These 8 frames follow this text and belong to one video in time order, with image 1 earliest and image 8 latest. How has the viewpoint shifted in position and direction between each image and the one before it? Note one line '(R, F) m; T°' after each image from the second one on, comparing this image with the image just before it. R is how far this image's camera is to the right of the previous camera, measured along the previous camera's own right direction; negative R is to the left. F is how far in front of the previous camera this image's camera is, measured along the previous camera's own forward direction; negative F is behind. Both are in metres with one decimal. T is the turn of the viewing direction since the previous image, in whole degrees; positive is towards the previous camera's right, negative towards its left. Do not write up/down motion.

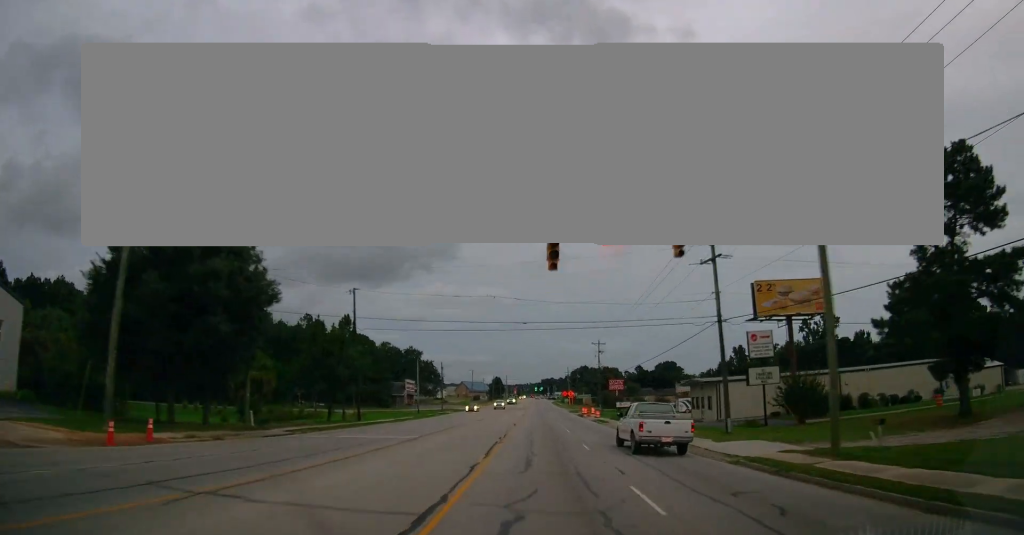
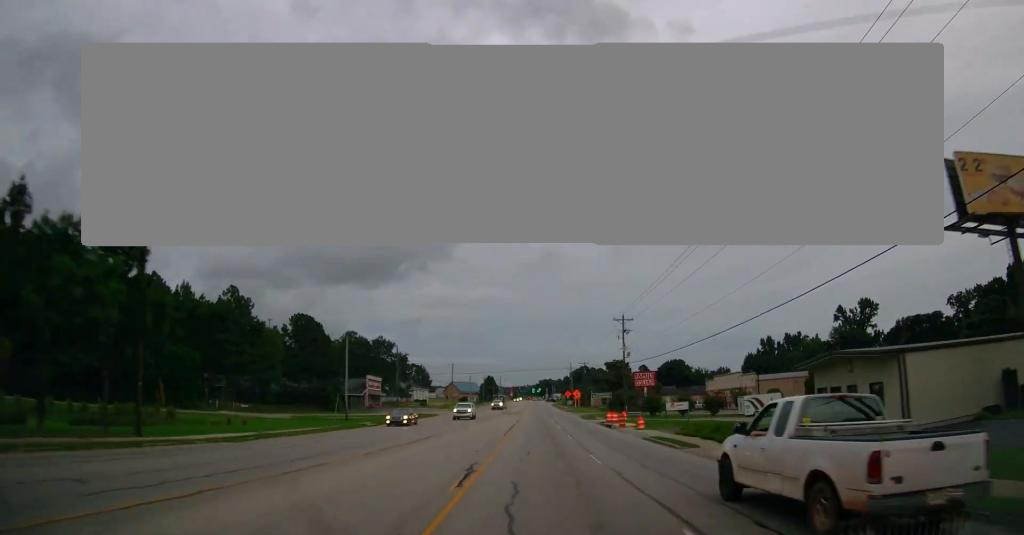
(+0.2, +29.2) m; 0°
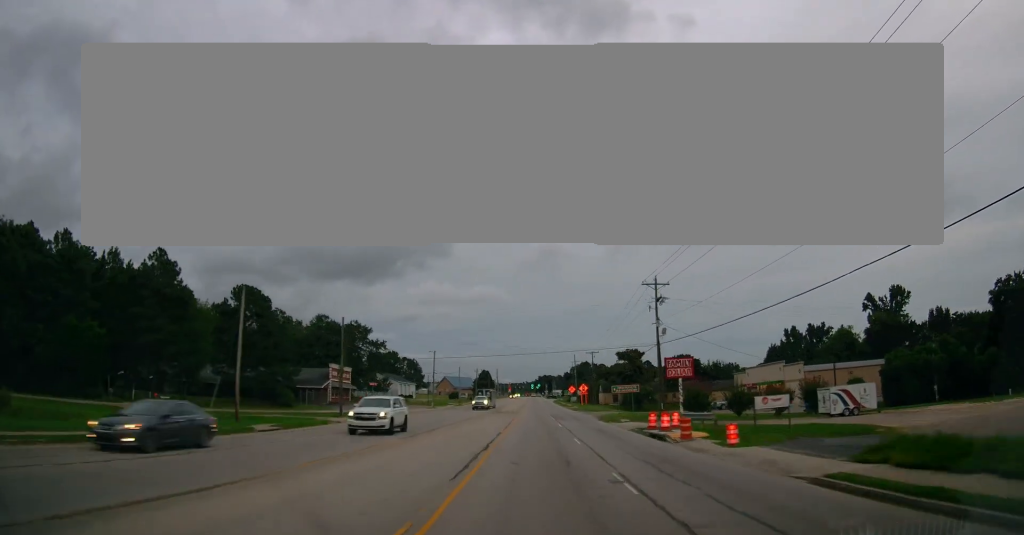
(0.0, +18.8) m; 0°
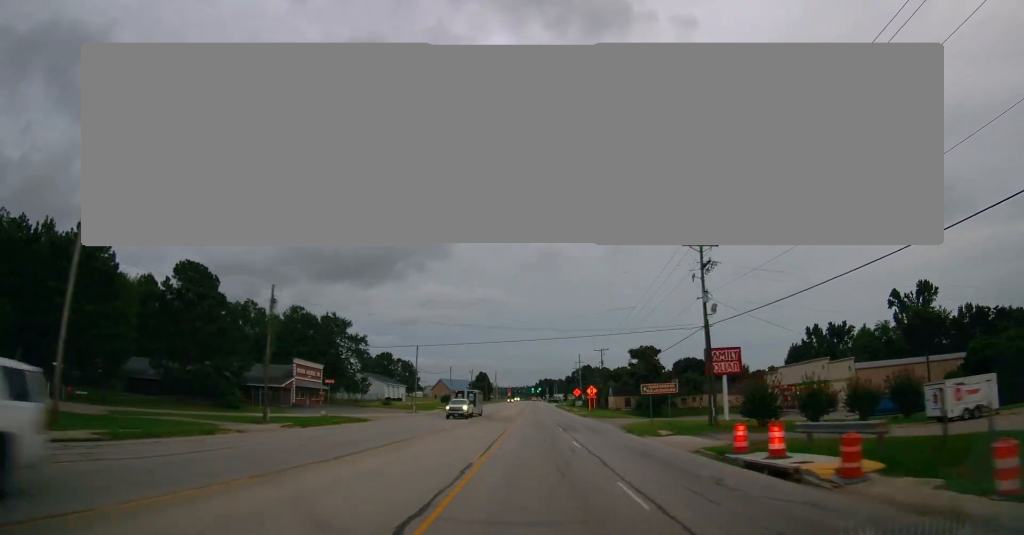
(-0.1, +12.6) m; 0°
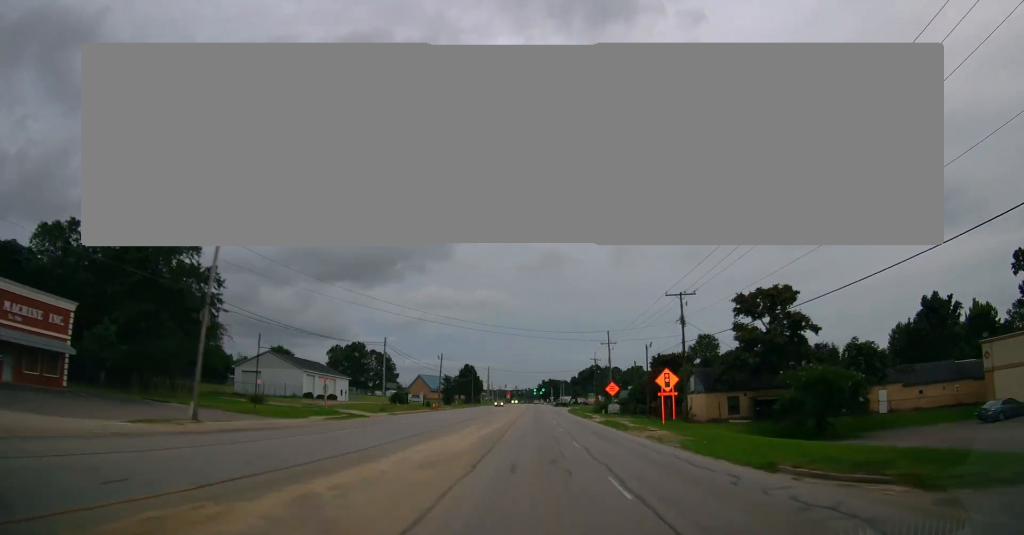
(-0.3, +50.2) m; 0°
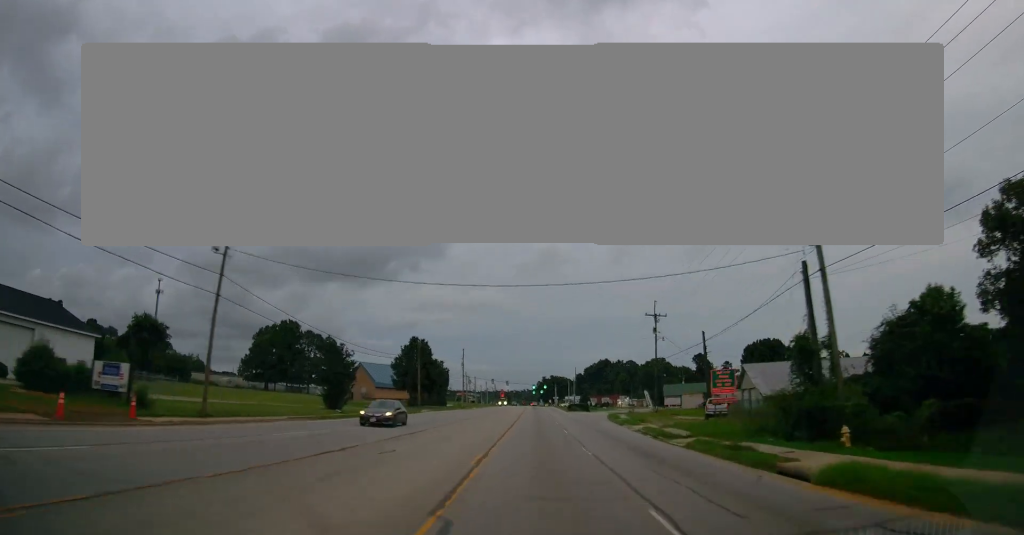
(+0.4, +67.3) m; 0°
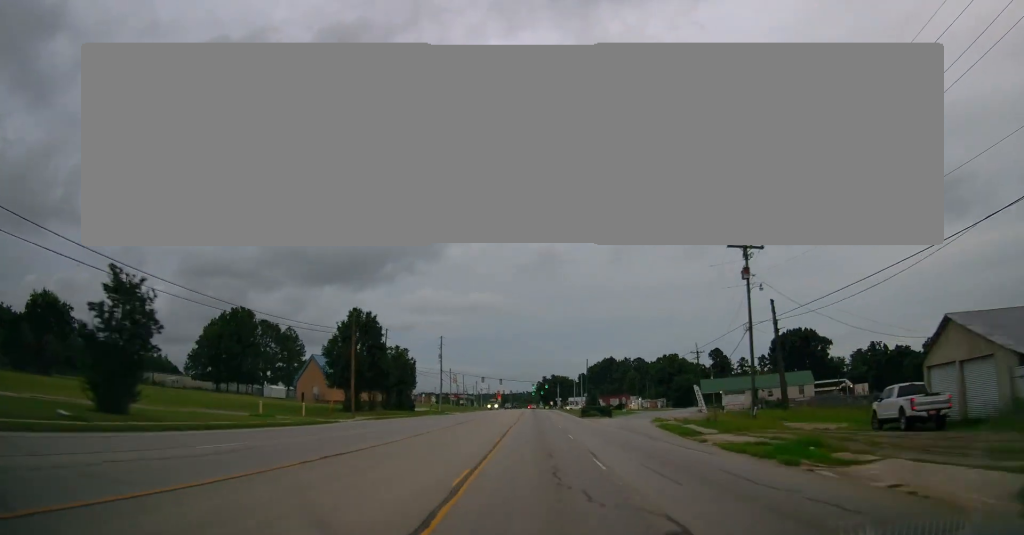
(0.0, +29.4) m; 0°
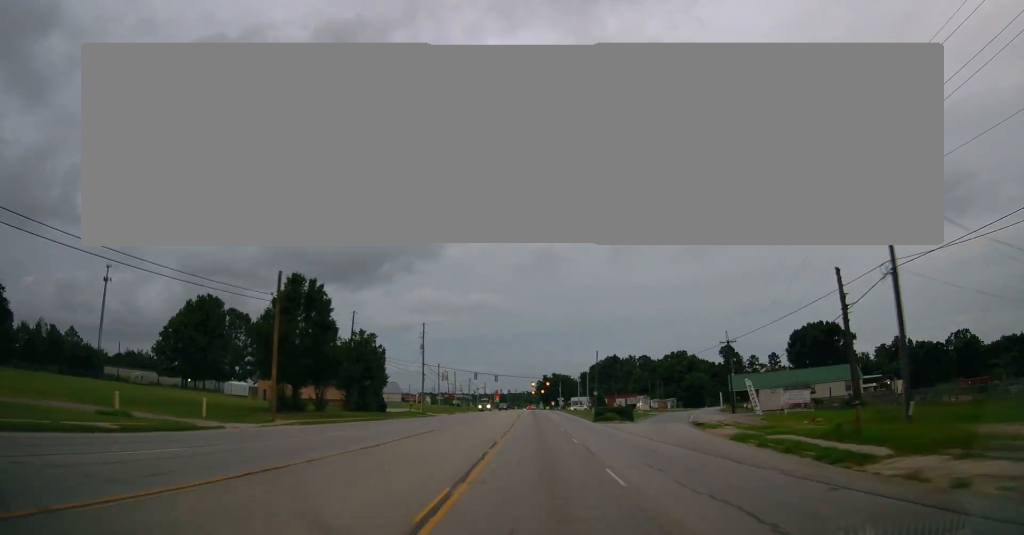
(0.0, +16.1) m; 0°
